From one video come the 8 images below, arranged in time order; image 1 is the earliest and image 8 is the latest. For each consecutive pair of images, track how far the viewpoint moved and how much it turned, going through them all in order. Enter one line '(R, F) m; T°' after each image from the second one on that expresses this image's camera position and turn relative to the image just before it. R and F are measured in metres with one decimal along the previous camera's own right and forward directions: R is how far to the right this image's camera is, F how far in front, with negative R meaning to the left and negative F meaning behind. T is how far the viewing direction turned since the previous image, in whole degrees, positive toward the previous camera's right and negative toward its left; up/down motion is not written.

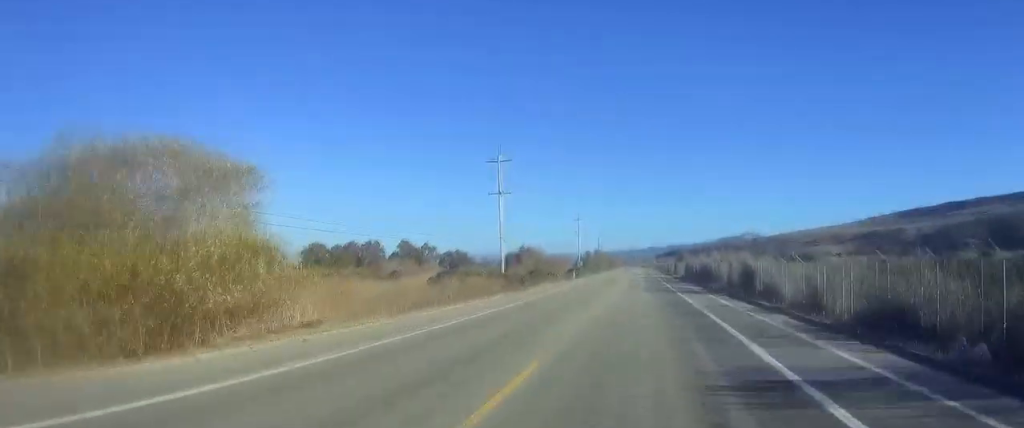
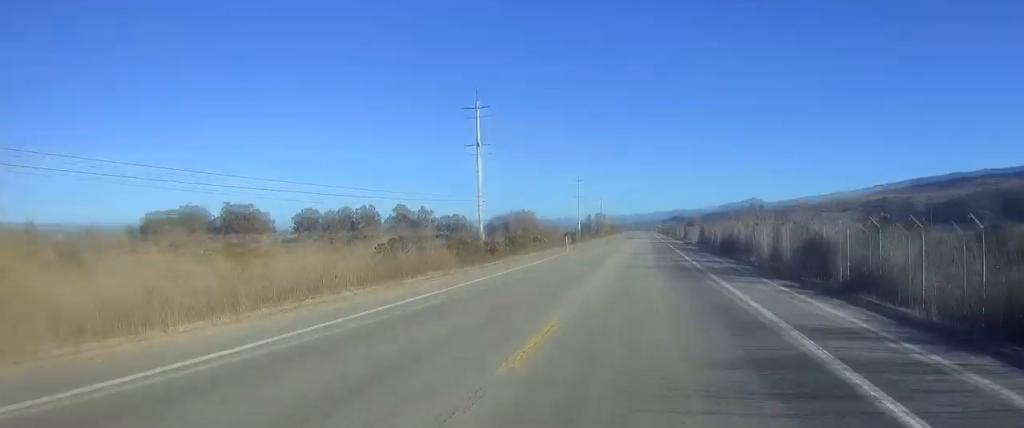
(0.0, +13.8) m; 0°
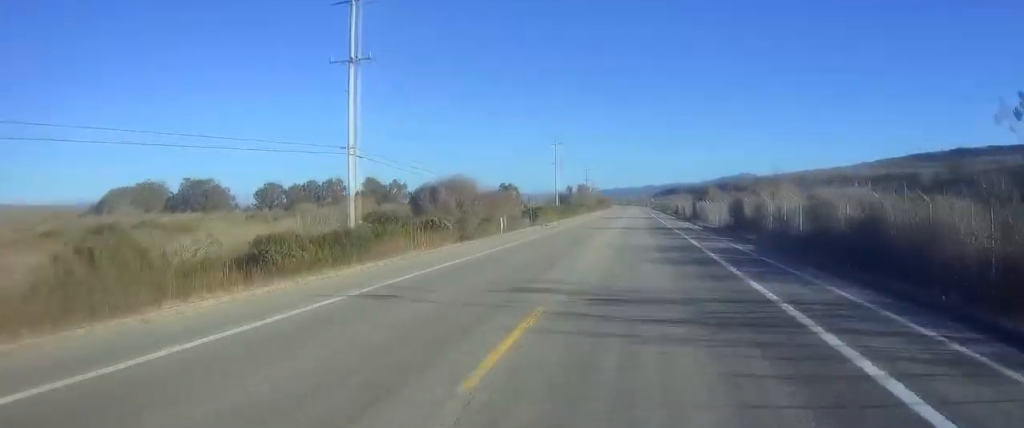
(+0.2, +30.3) m; +1°
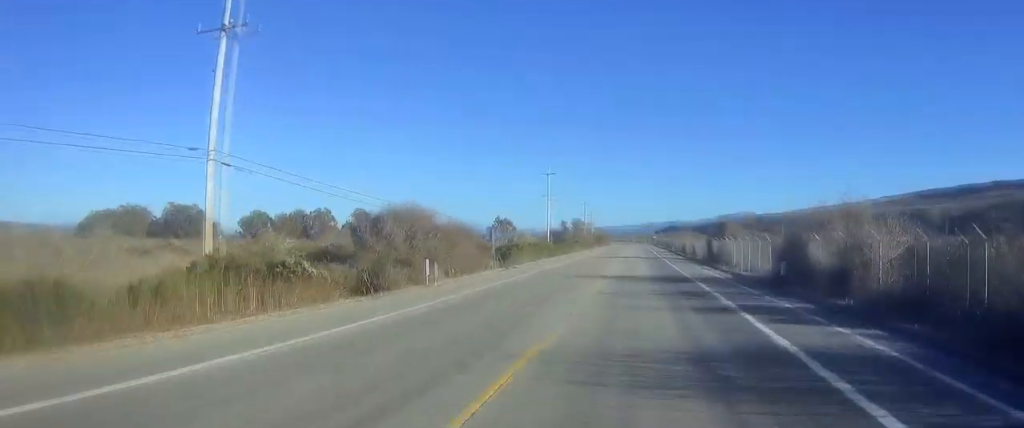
(+0.1, +14.9) m; +1°
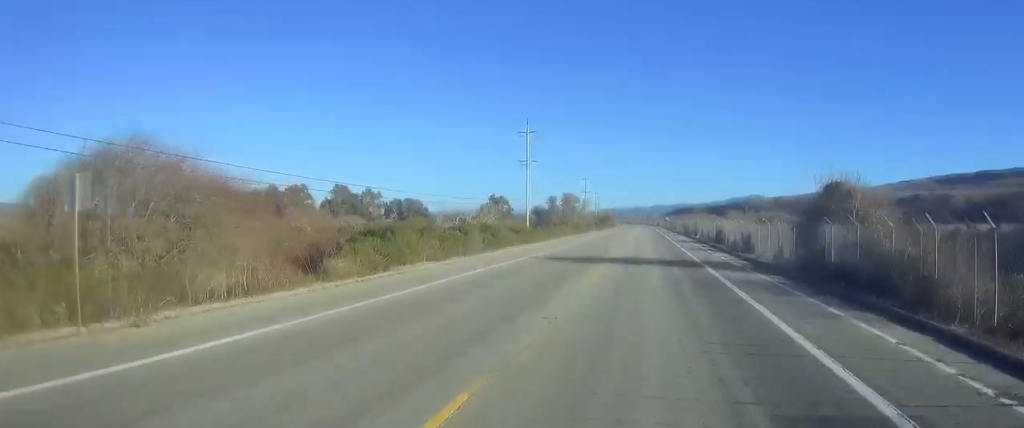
(+0.2, +33.3) m; 0°
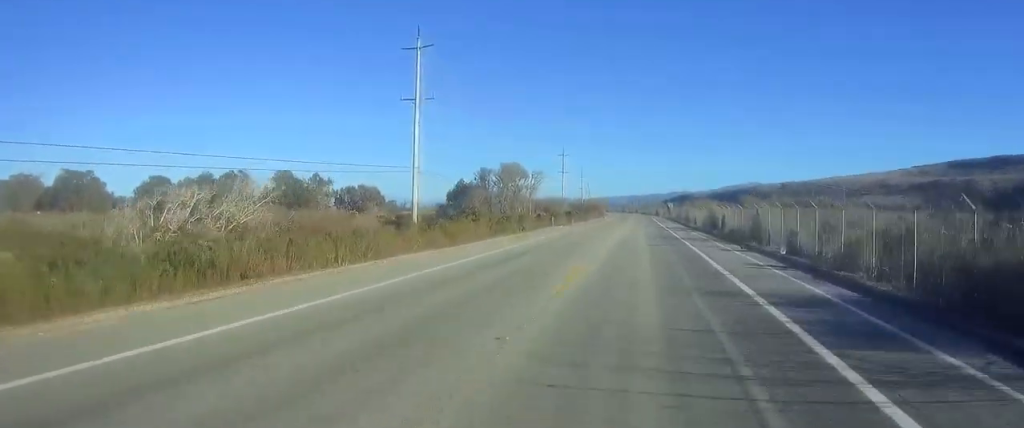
(-0.4, +45.9) m; 0°
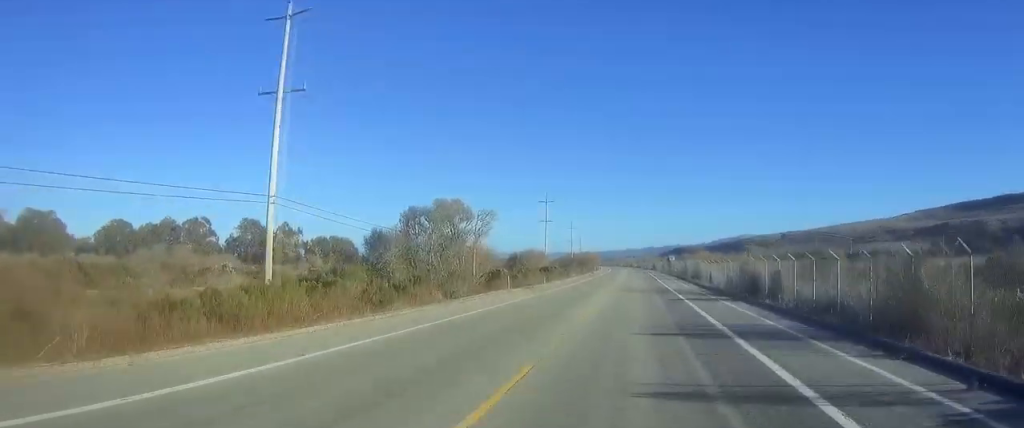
(+0.2, +21.0) m; +1°
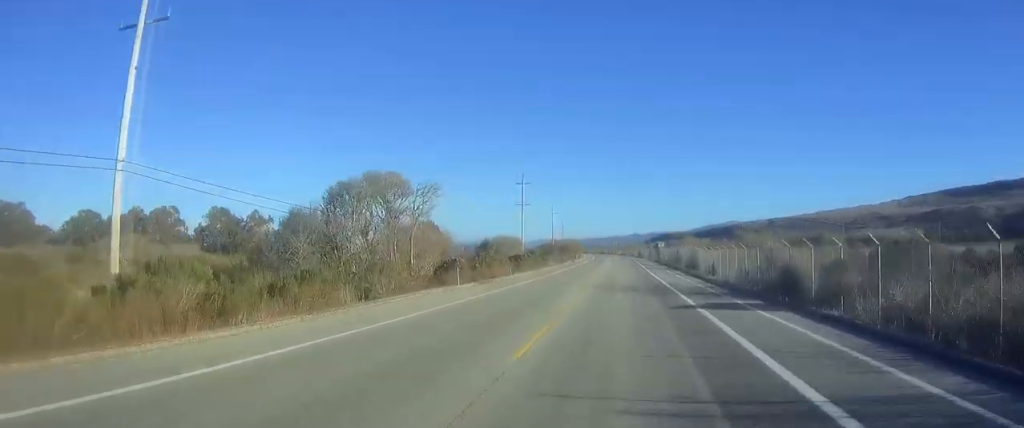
(0.0, +10.7) m; 0°
